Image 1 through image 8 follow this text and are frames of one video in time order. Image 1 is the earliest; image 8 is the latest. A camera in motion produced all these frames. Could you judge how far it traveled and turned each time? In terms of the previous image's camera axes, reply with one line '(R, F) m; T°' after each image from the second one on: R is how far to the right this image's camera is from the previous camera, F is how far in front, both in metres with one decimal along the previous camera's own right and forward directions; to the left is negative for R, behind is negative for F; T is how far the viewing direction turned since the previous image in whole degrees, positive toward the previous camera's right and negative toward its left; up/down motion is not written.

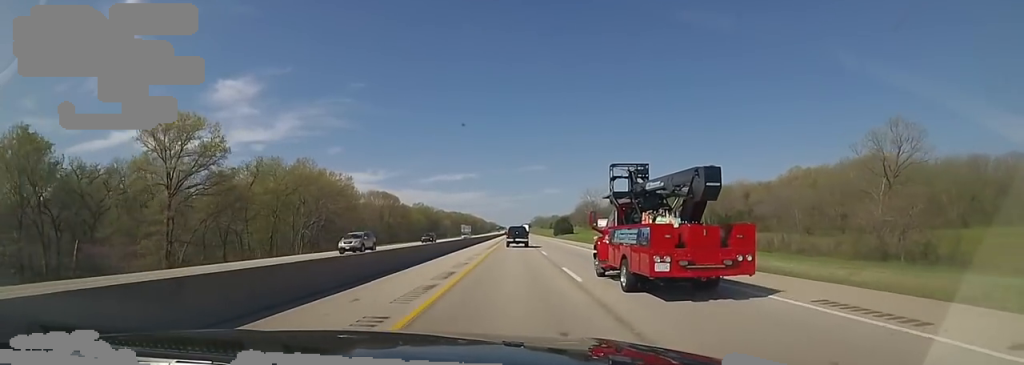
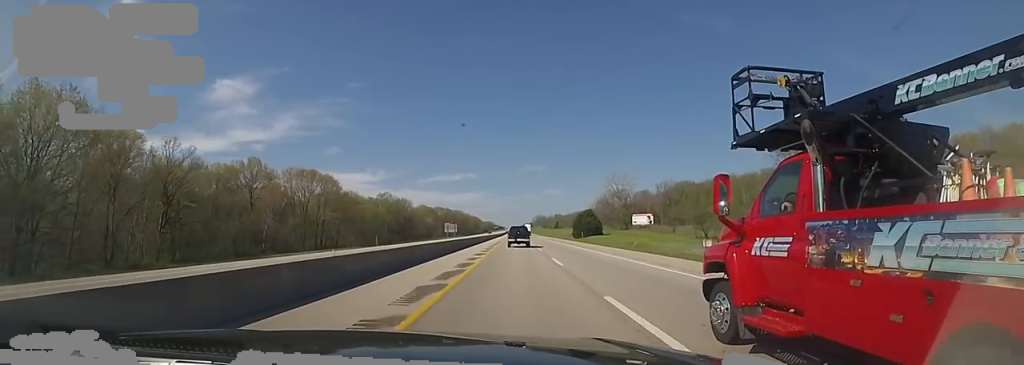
(0.0, +69.2) m; 0°
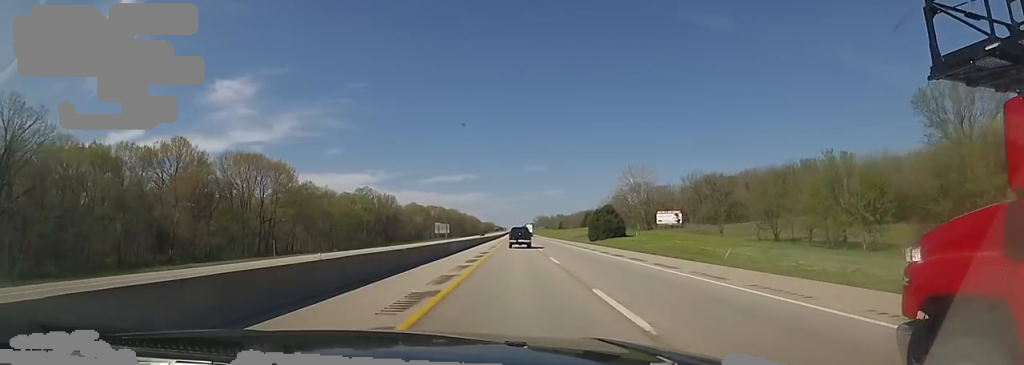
(0.0, +28.3) m; 0°
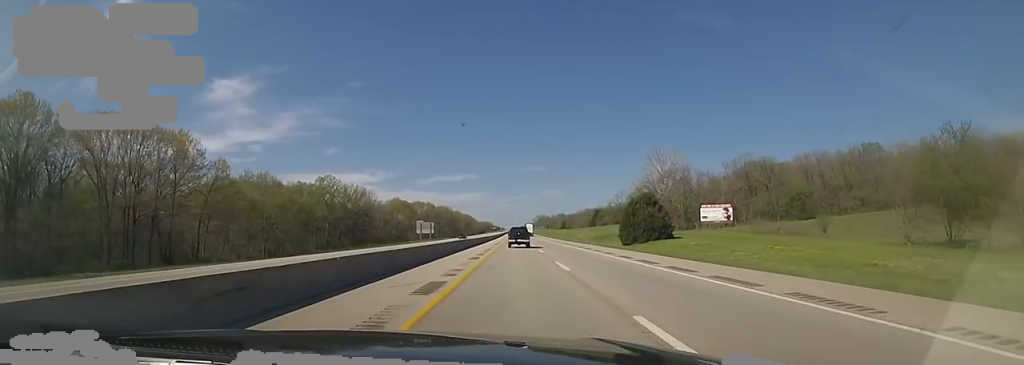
(+0.2, +33.9) m; +1°
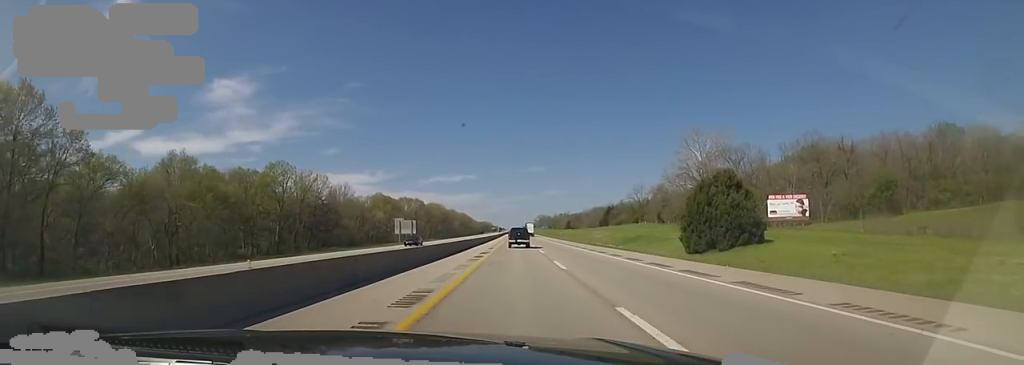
(+0.3, +29.0) m; 0°
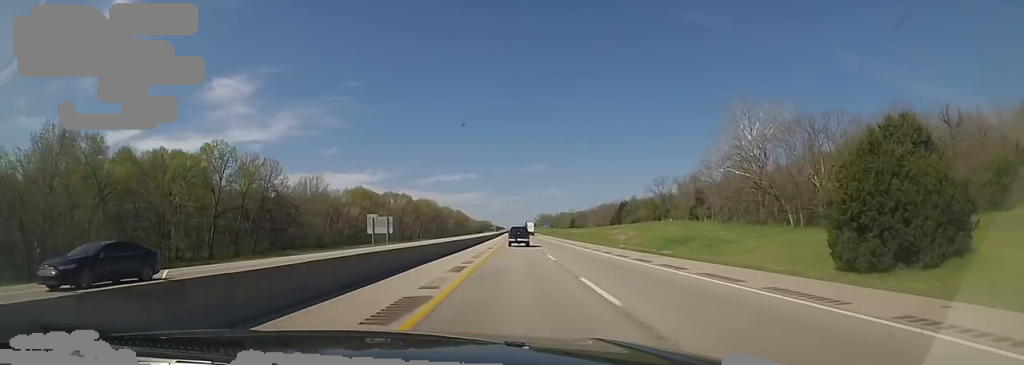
(-0.3, +24.6) m; -1°
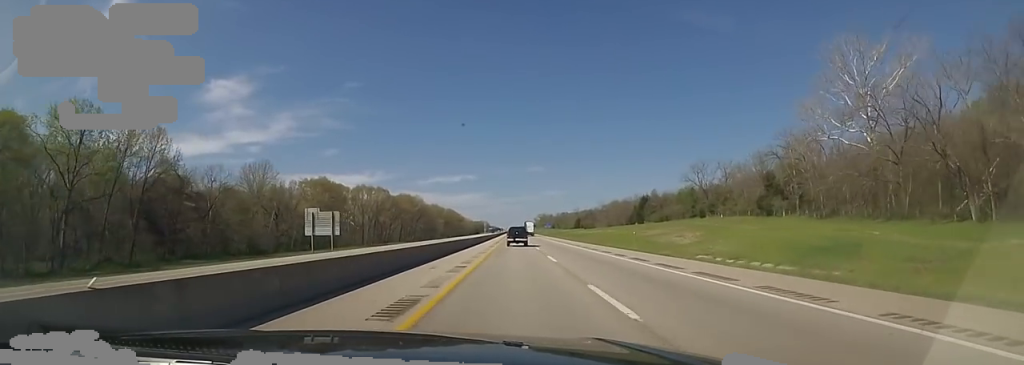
(-0.1, +31.8) m; 0°
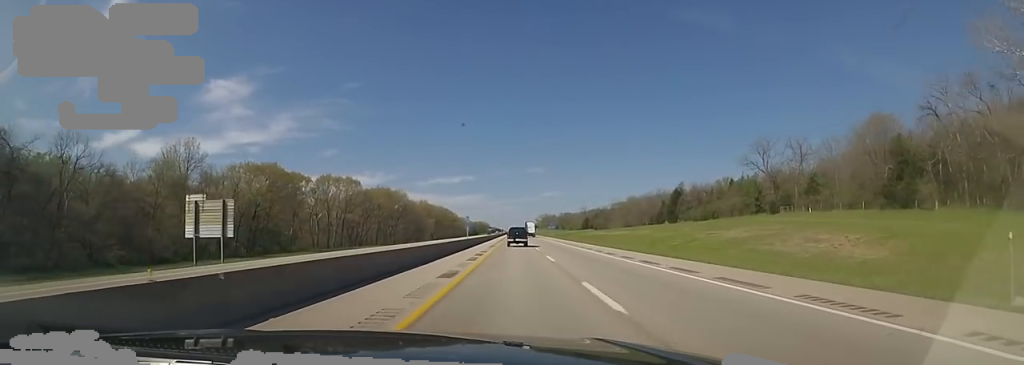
(0.0, +29.4) m; -1°
